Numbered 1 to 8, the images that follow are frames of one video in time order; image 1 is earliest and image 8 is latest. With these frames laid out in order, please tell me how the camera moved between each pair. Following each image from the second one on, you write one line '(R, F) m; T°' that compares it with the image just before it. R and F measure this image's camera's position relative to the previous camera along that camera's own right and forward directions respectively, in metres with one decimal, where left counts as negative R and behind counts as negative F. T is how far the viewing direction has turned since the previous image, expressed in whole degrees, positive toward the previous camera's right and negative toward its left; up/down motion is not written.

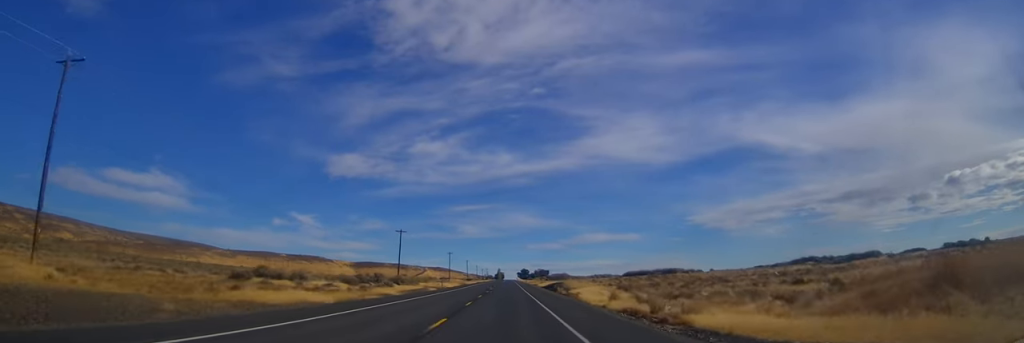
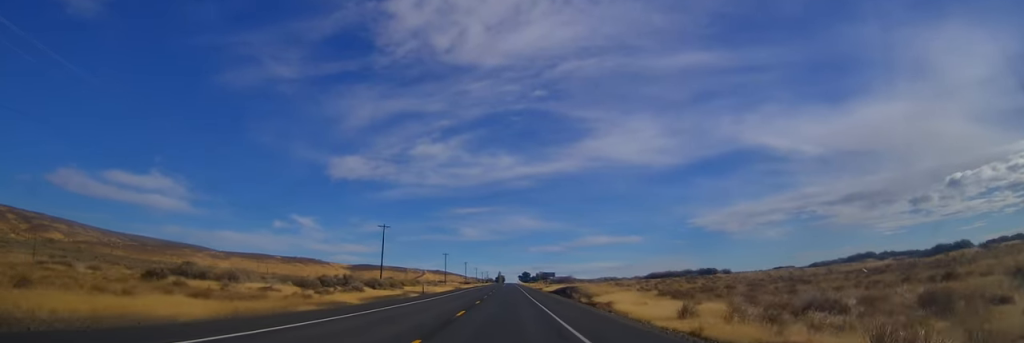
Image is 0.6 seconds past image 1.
(0.0, +18.5) m; 0°
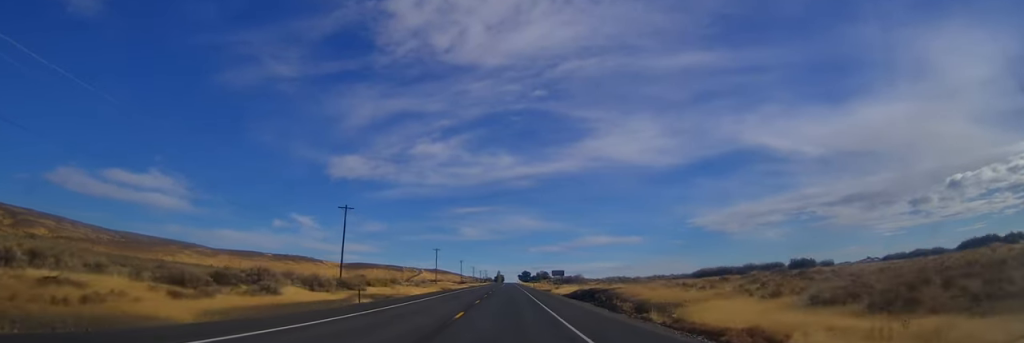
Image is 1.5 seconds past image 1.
(0.0, +26.5) m; 0°
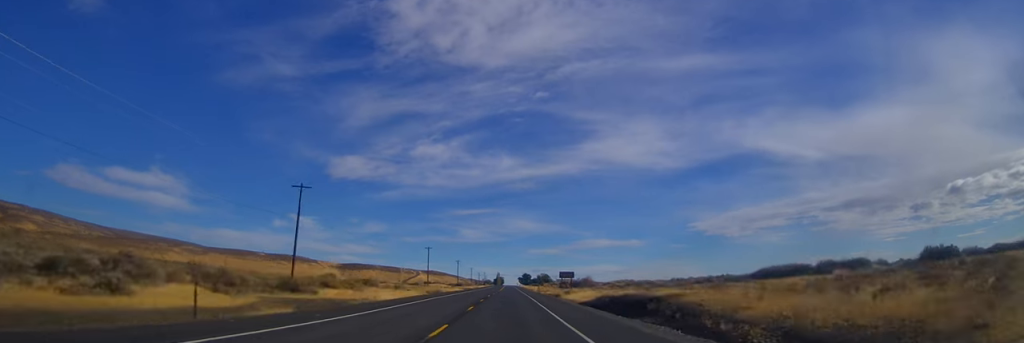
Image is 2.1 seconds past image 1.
(0.0, +19.1) m; 0°
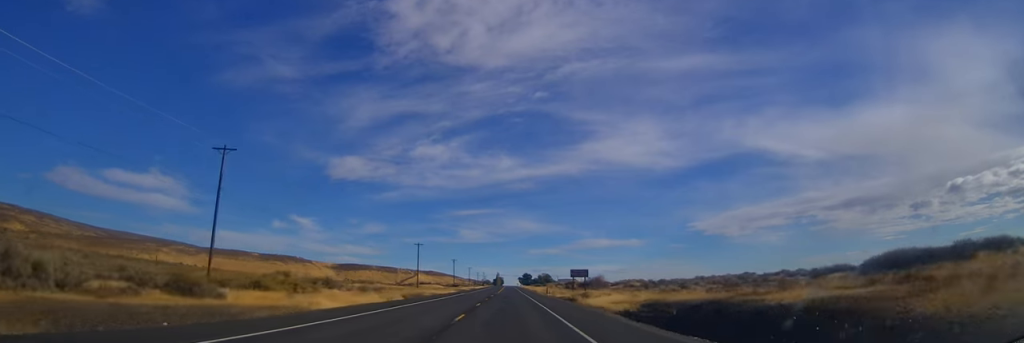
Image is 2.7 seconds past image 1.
(0.0, +19.0) m; 0°
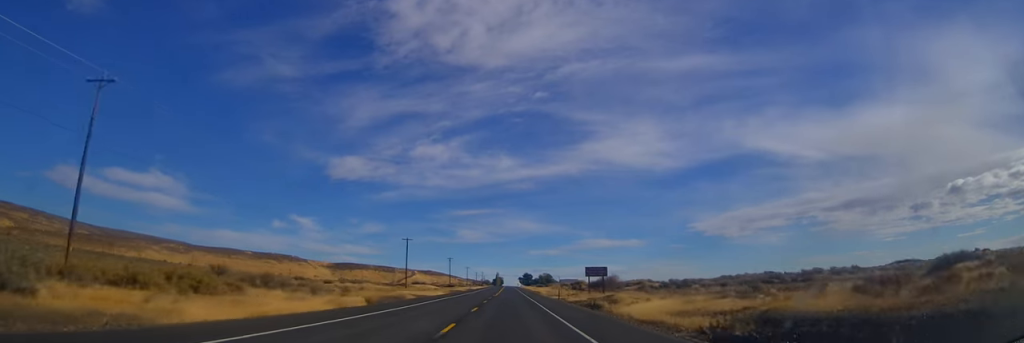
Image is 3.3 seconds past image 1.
(+0.1, +16.7) m; 0°
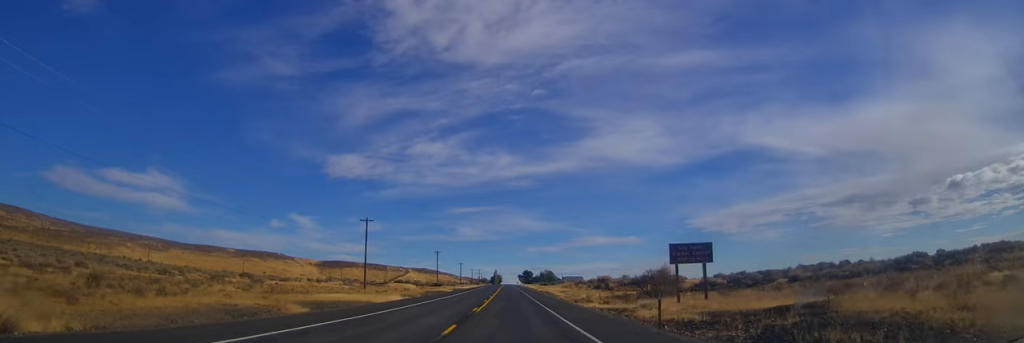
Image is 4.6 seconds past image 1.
(-0.3, +37.1) m; 0°
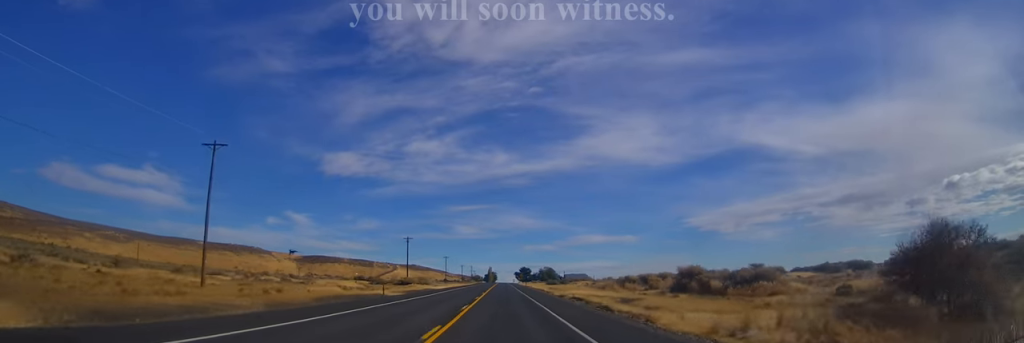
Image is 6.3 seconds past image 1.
(+0.4, +51.1) m; 0°
